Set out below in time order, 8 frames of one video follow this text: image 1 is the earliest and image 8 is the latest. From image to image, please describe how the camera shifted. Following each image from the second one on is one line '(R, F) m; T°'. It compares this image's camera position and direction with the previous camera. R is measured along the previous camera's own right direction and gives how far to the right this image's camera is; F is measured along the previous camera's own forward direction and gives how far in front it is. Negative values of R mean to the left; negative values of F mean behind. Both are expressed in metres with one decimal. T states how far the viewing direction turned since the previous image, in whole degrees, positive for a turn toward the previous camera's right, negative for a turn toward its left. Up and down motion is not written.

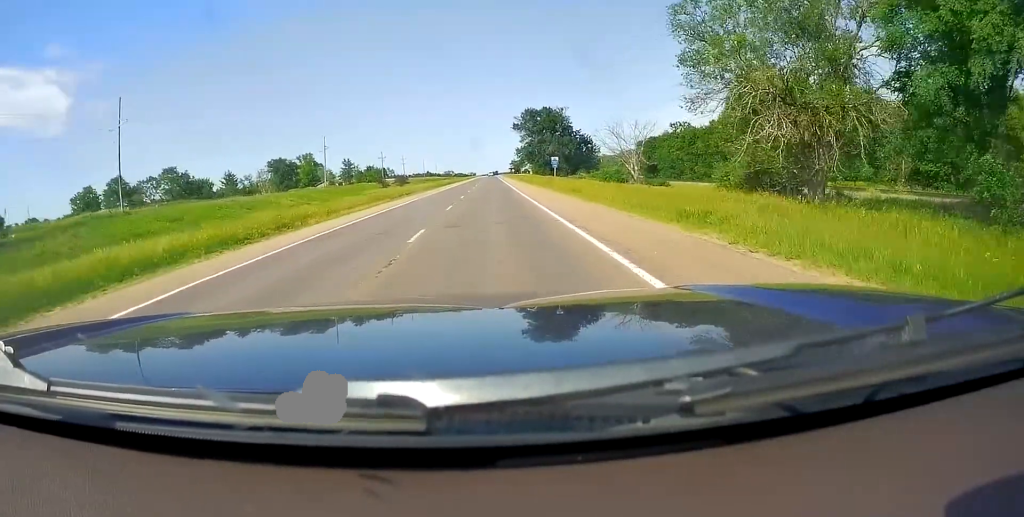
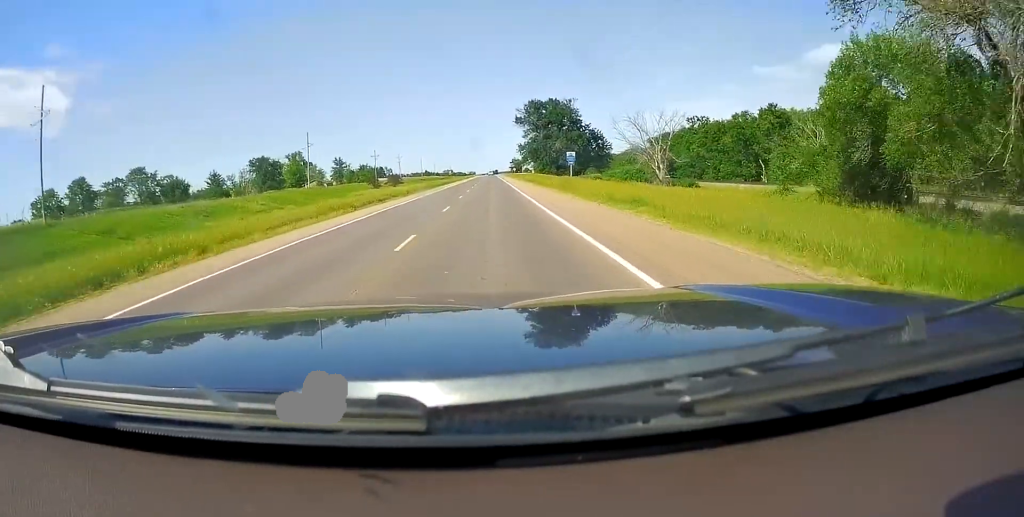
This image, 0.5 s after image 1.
(+0.3, +13.7) m; +1°
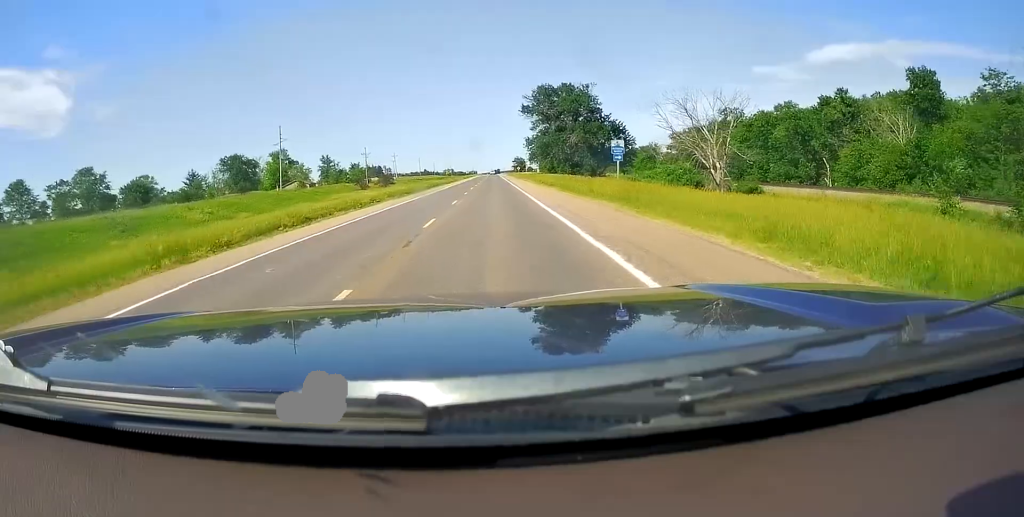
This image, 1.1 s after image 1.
(-0.2, +19.4) m; 0°
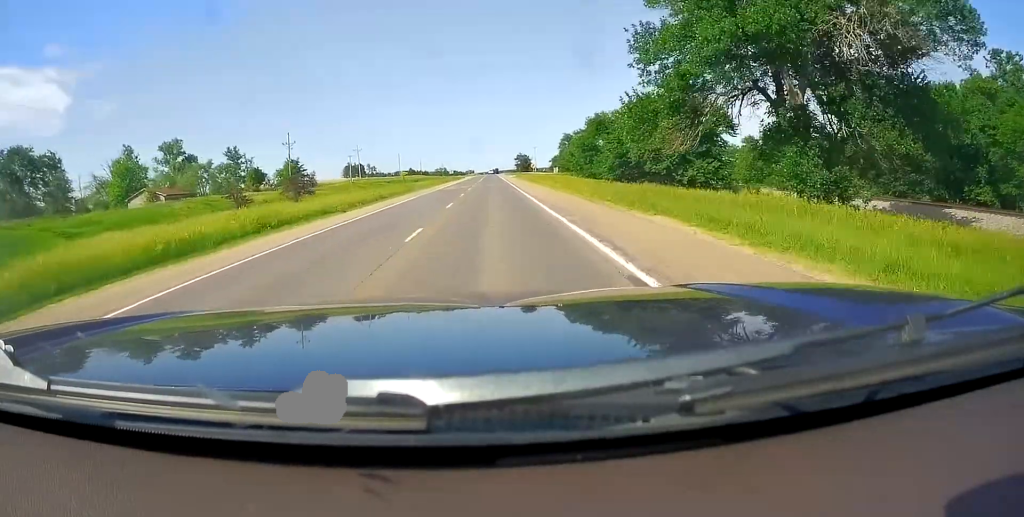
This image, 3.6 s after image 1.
(-0.4, +75.9) m; -1°
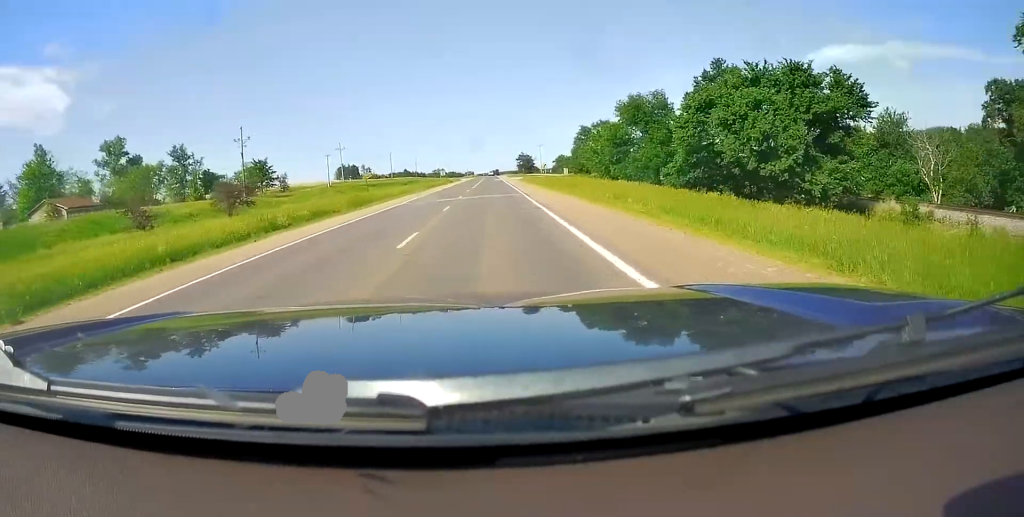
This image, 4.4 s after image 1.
(-0.2, +24.8) m; 0°
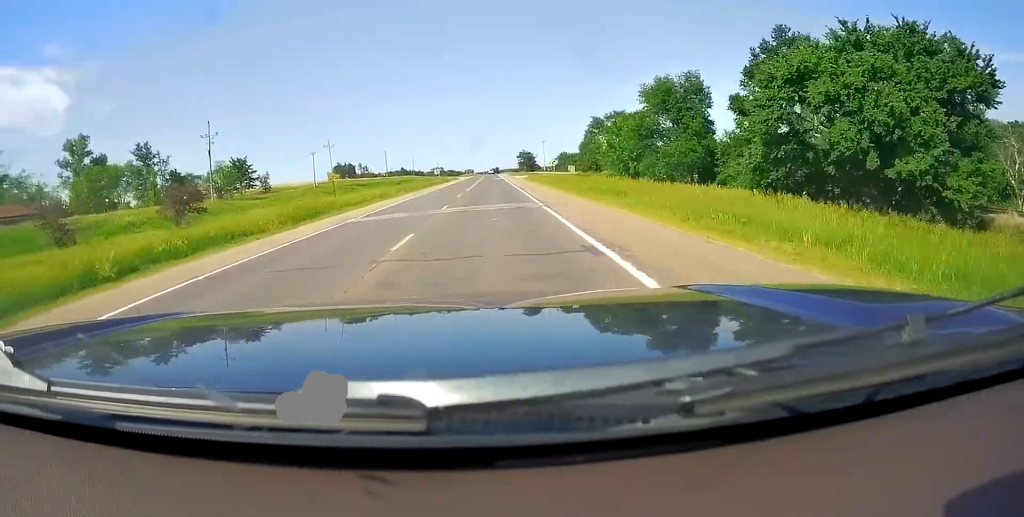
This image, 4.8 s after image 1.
(+0.1, +12.7) m; 0°
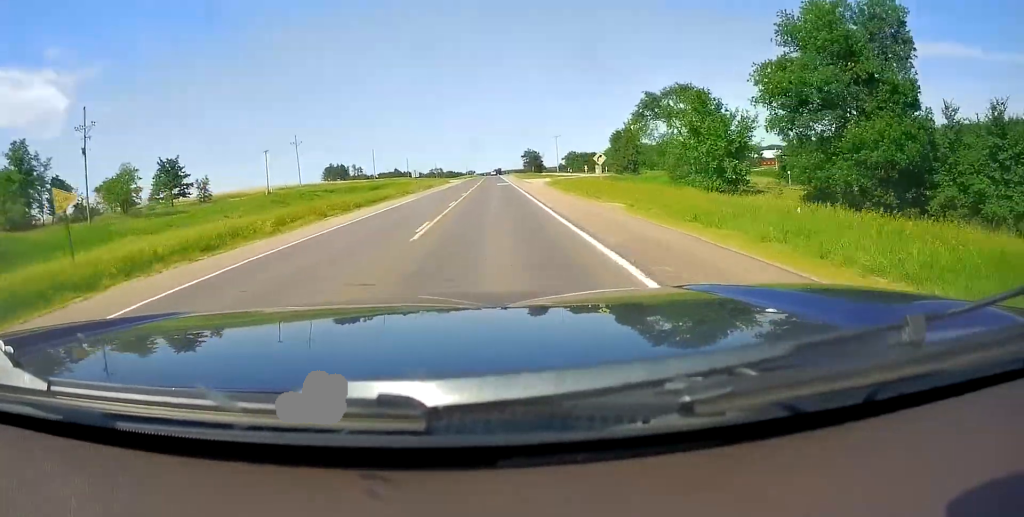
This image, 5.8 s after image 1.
(+0.4, +32.1) m; +1°
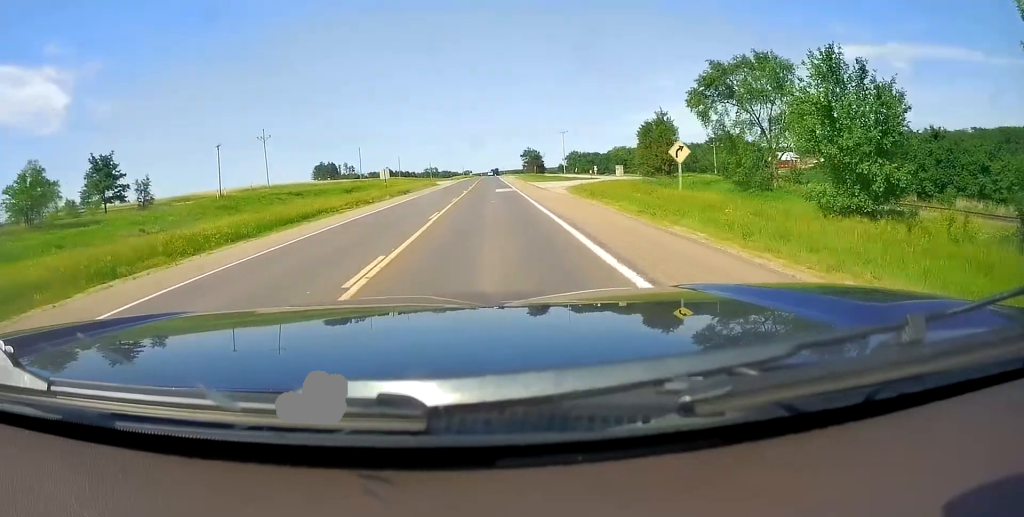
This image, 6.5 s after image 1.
(+0.2, +20.0) m; 0°
